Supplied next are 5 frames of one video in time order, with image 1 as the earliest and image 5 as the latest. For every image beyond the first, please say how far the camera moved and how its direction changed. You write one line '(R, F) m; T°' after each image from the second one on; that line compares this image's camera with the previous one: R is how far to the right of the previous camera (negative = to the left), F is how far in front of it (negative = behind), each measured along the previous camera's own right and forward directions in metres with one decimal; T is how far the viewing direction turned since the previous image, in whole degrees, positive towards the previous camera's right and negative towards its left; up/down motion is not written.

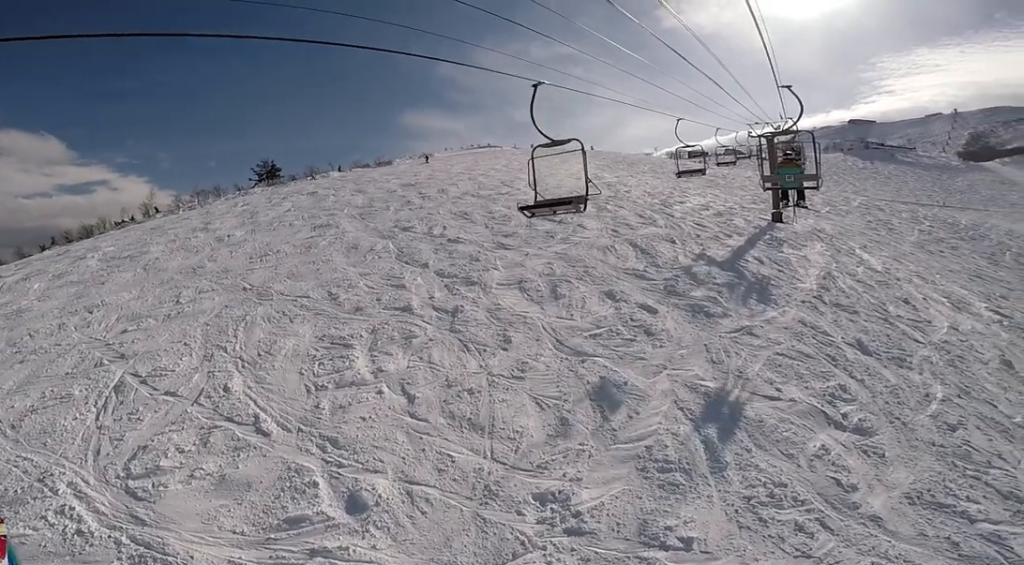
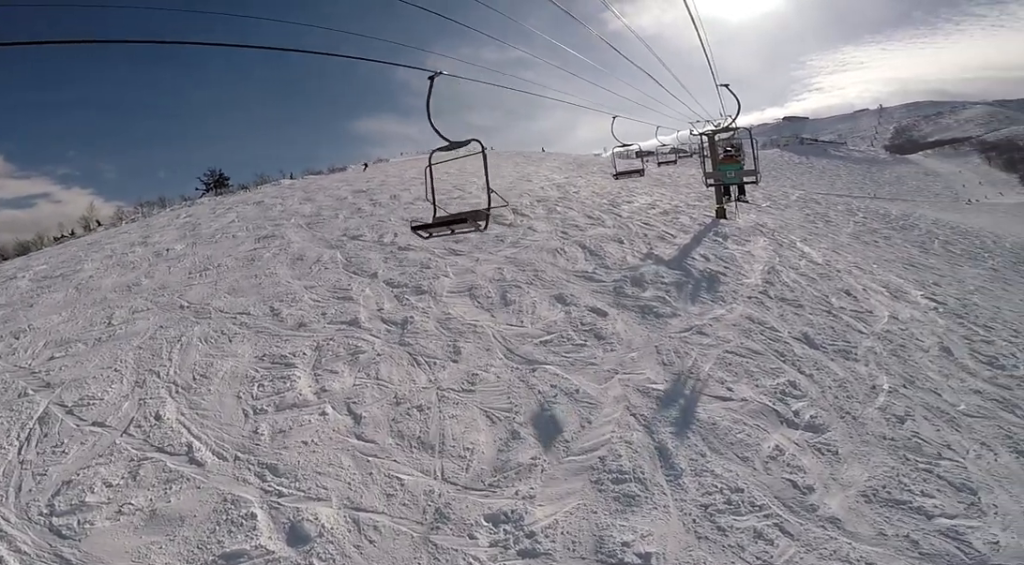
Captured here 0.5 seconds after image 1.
(0.0, +1.0) m; 0°
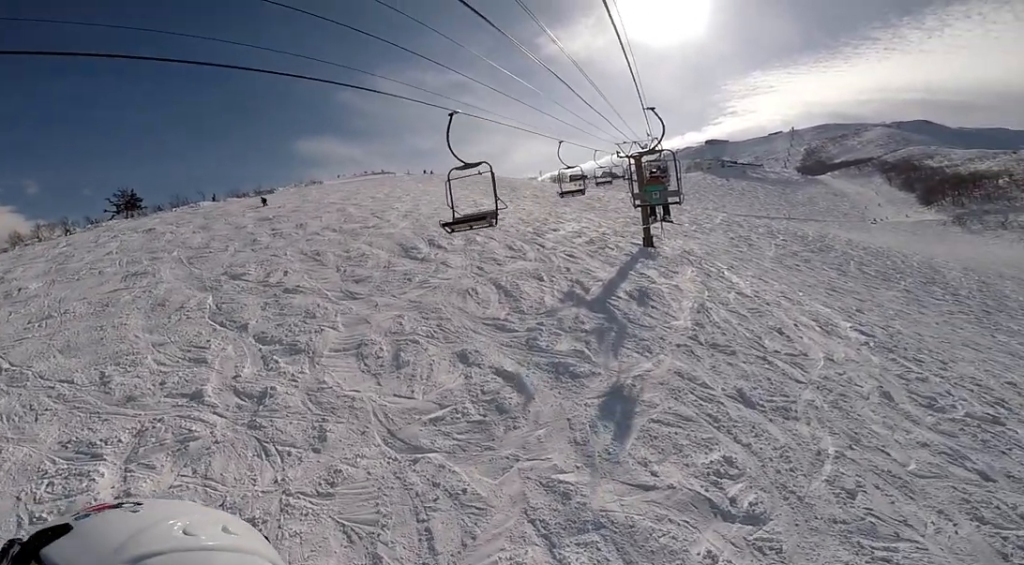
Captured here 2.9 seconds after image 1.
(0.0, +5.0) m; 0°
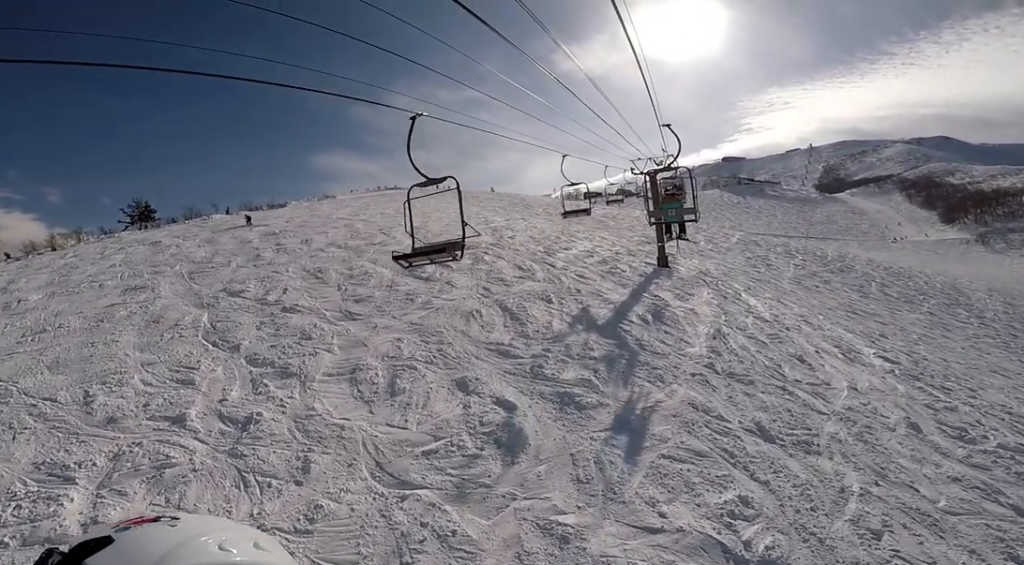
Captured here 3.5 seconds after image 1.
(0.0, +1.2) m; 0°
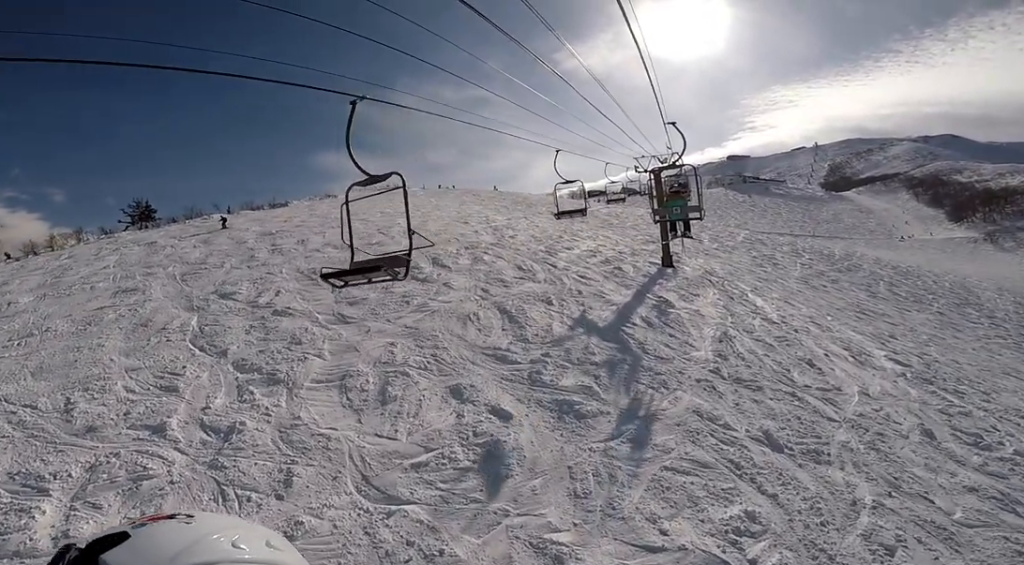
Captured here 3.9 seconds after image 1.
(0.0, +0.9) m; 0°
